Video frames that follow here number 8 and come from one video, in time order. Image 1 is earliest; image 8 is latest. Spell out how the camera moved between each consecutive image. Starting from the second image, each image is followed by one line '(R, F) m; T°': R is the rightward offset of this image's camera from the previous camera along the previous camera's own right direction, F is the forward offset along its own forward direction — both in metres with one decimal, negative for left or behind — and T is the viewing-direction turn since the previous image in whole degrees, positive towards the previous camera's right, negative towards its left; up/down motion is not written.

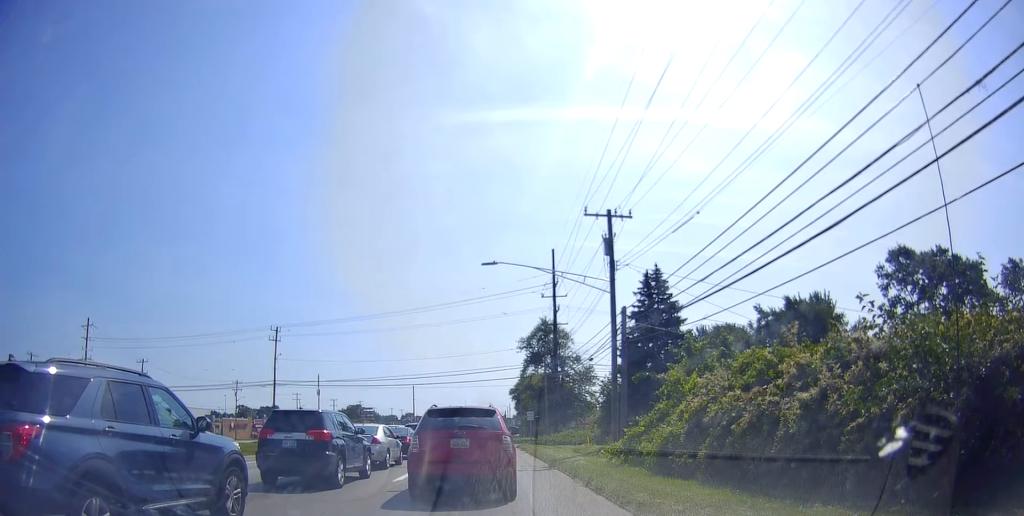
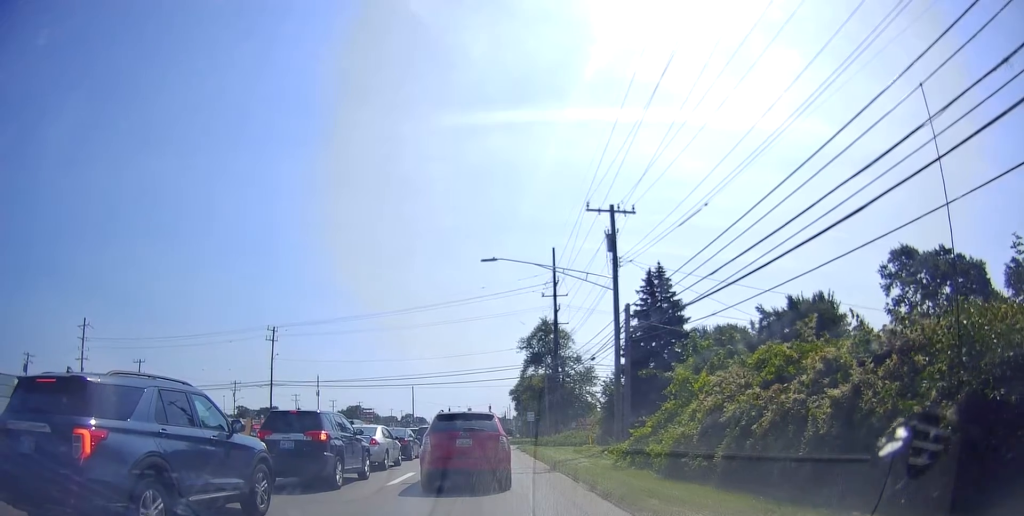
(0.0, +1.0) m; 0°
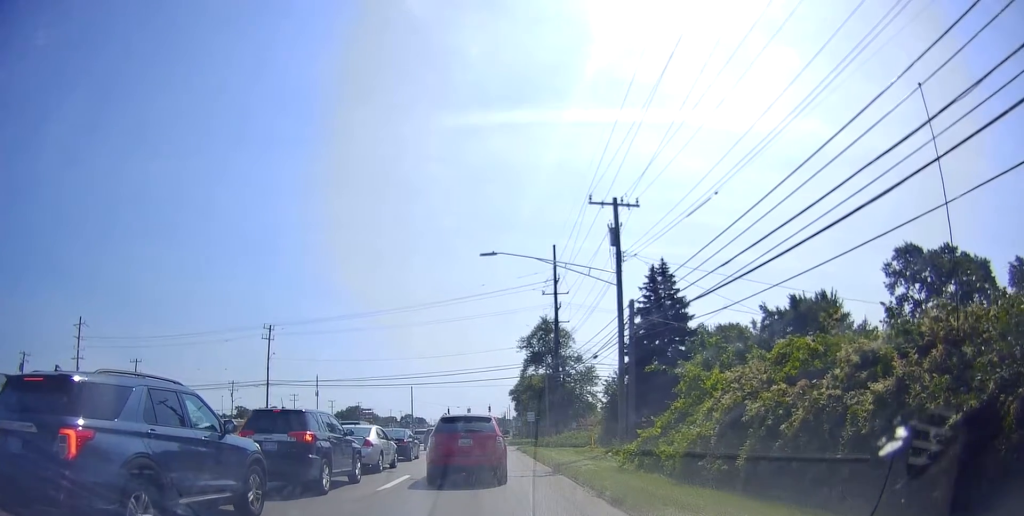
(0.0, +0.6) m; 0°
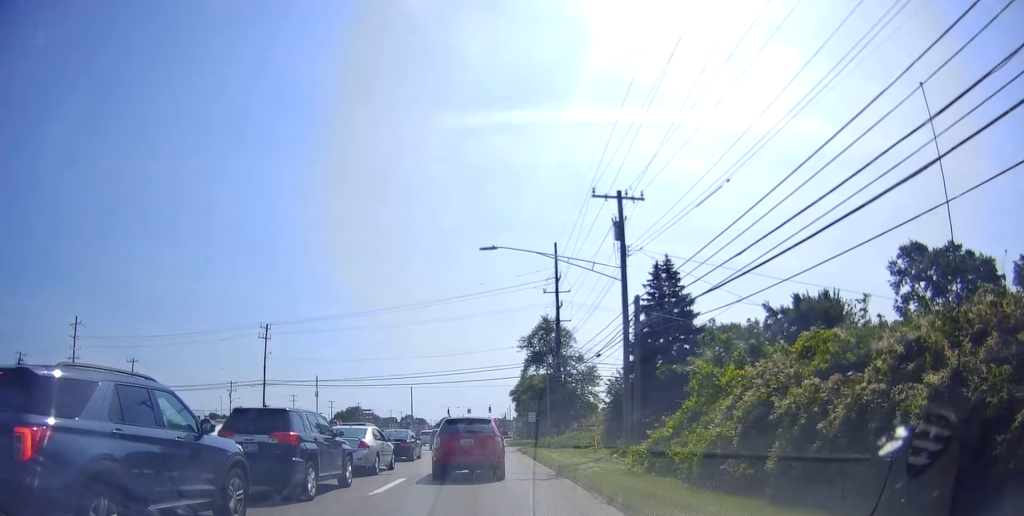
(0.0, +0.6) m; 0°
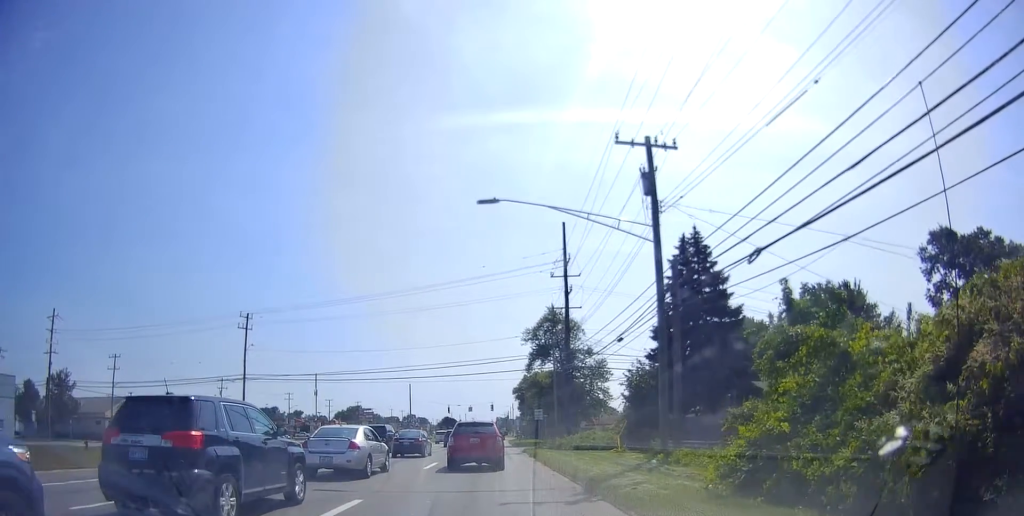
(0.0, +3.5) m; -1°
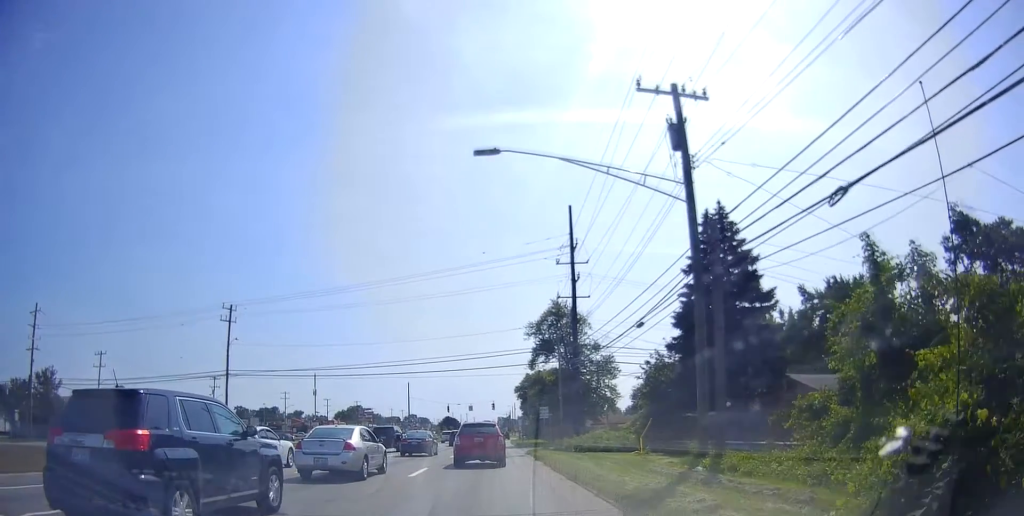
(0.0, +2.8) m; -4°
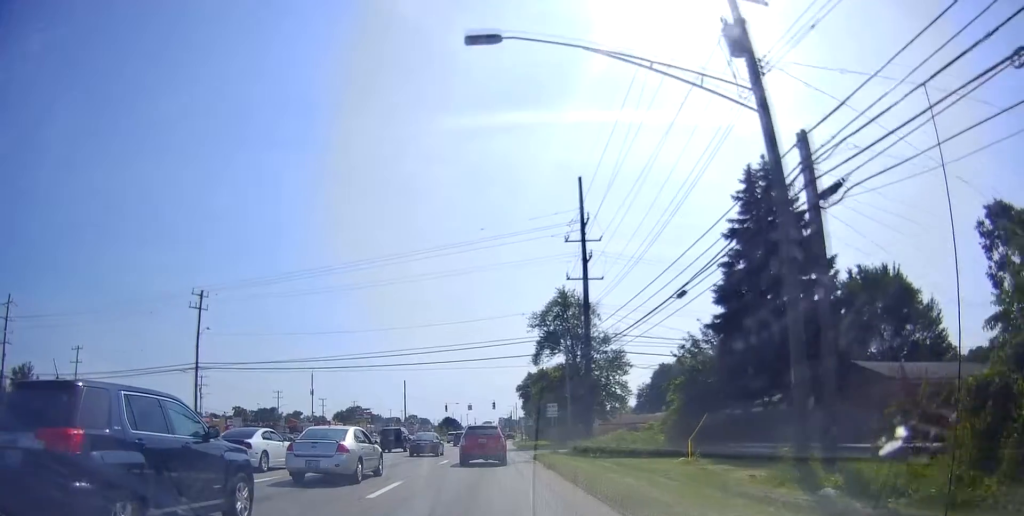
(-0.2, +4.3) m; -3°
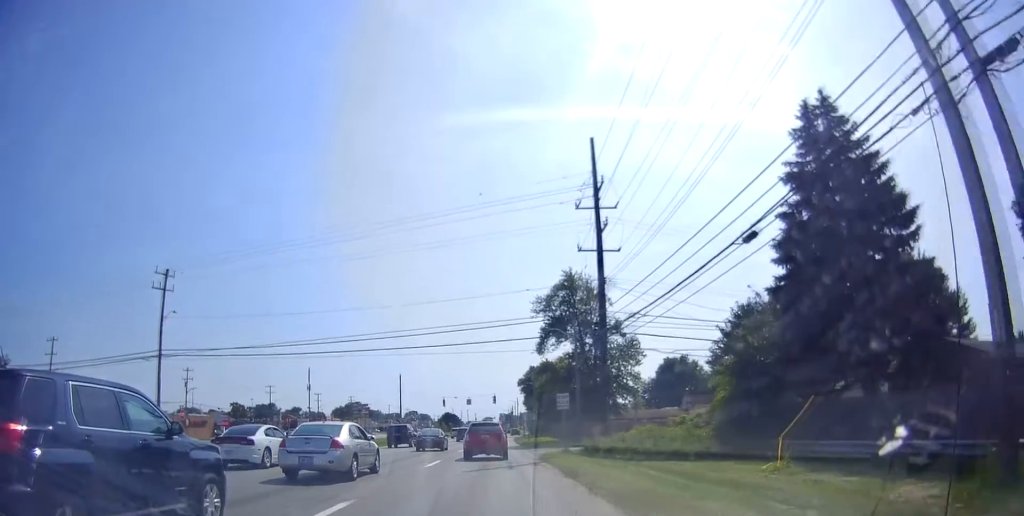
(-0.3, +4.5) m; +2°
